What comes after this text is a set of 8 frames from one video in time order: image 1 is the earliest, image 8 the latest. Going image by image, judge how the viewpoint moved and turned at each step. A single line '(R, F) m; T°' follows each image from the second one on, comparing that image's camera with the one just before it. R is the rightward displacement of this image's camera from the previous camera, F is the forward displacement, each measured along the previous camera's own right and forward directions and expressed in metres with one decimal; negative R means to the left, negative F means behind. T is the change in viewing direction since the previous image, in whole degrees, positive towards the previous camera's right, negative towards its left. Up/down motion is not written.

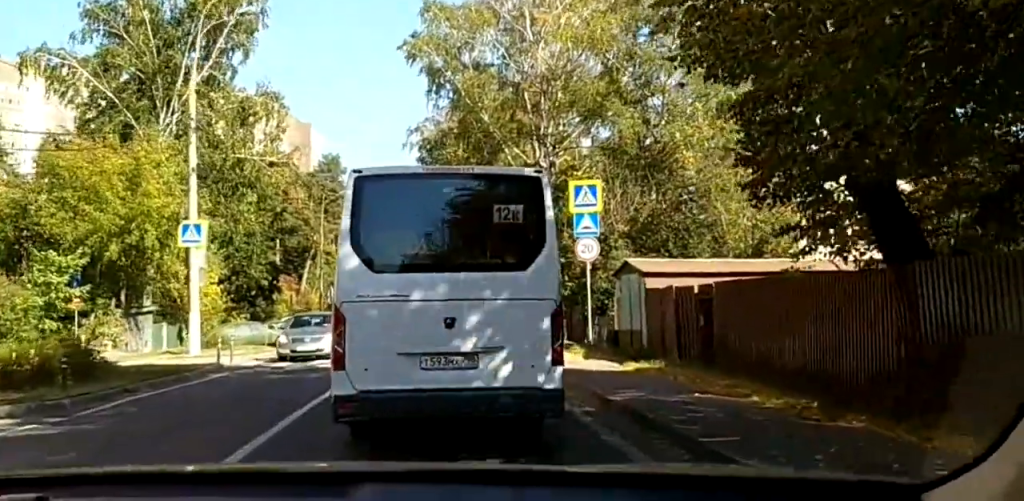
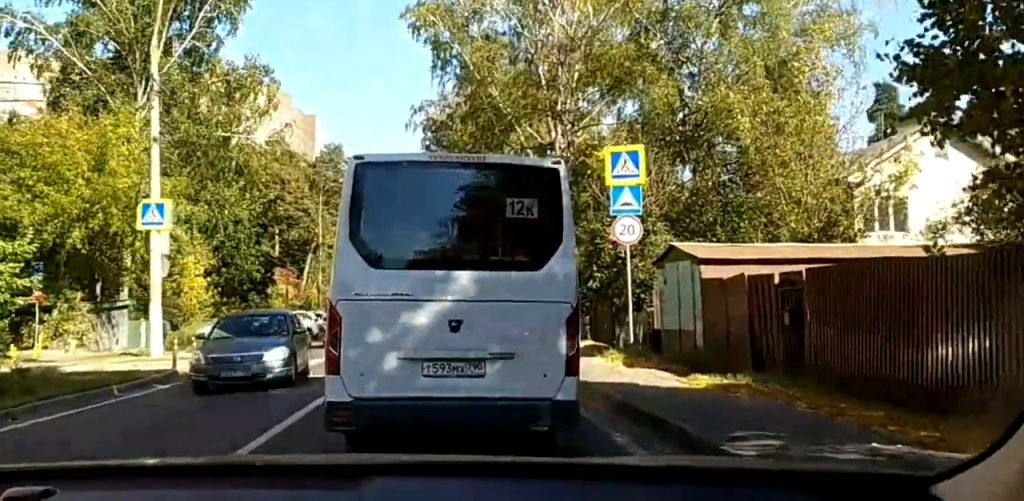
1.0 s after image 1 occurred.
(-0.1, +5.5) m; +1°
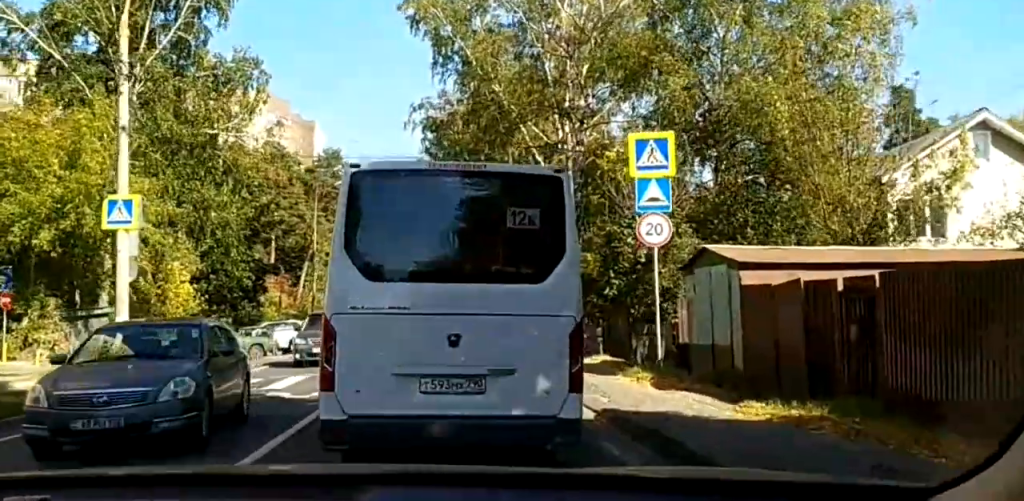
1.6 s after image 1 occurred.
(0.0, +3.1) m; +2°
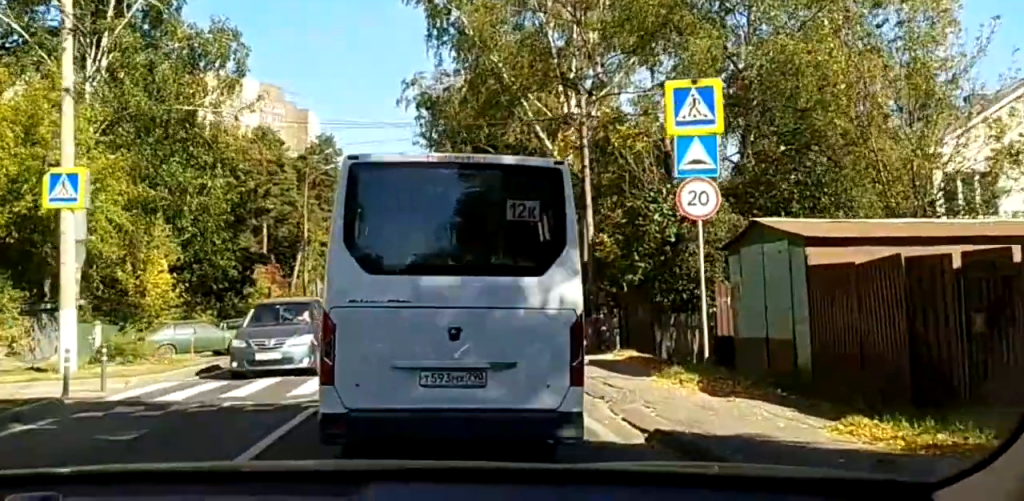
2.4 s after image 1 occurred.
(+0.1, +3.7) m; +4°
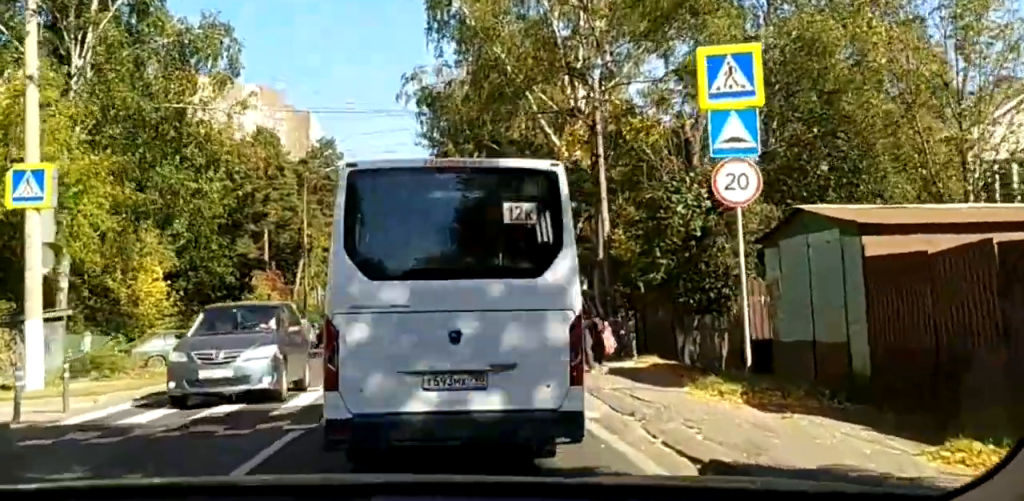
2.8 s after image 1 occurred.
(+0.1, +2.2) m; 0°
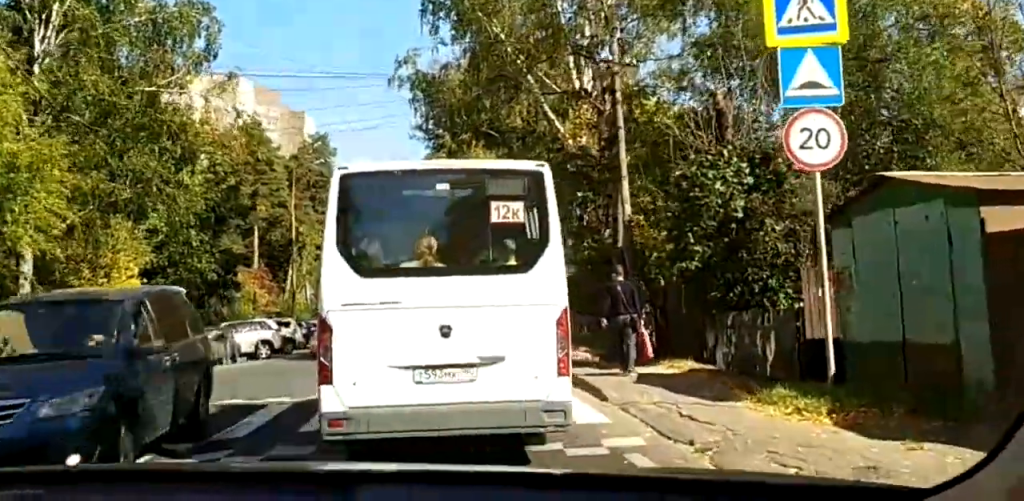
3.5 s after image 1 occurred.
(0.0, +3.7) m; 0°
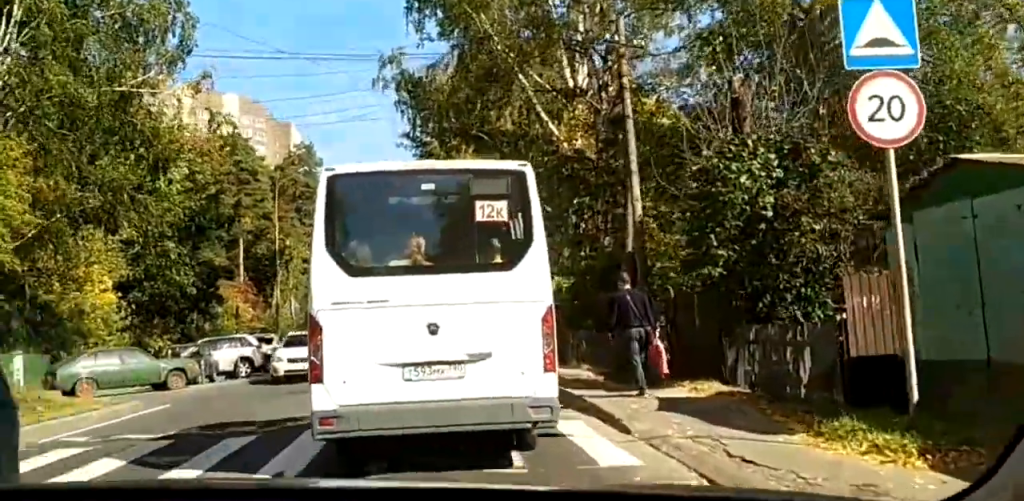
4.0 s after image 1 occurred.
(-0.1, +2.4) m; 0°
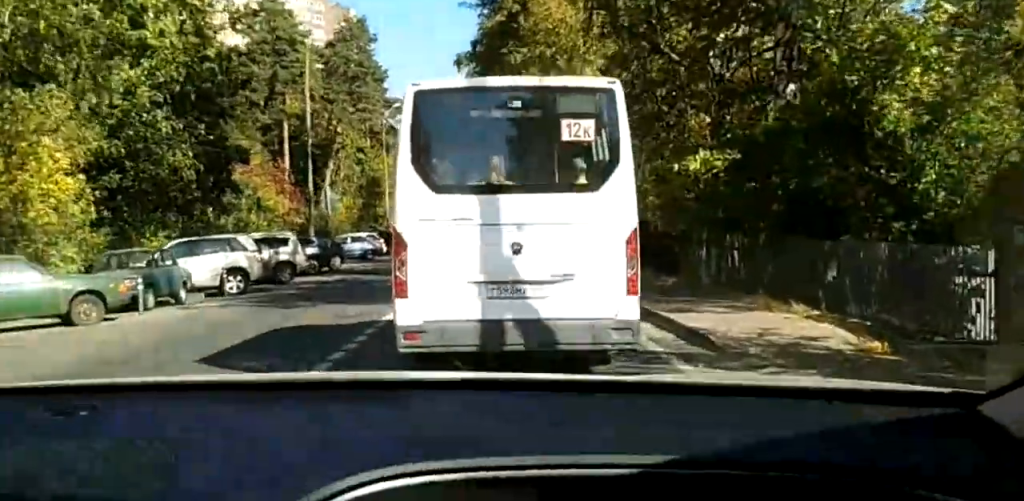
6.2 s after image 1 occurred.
(+0.7, +14.2) m; +2°
